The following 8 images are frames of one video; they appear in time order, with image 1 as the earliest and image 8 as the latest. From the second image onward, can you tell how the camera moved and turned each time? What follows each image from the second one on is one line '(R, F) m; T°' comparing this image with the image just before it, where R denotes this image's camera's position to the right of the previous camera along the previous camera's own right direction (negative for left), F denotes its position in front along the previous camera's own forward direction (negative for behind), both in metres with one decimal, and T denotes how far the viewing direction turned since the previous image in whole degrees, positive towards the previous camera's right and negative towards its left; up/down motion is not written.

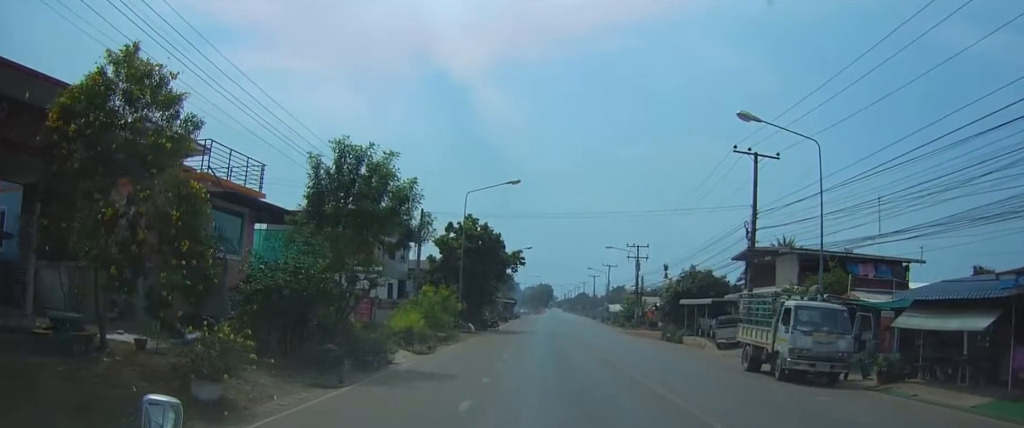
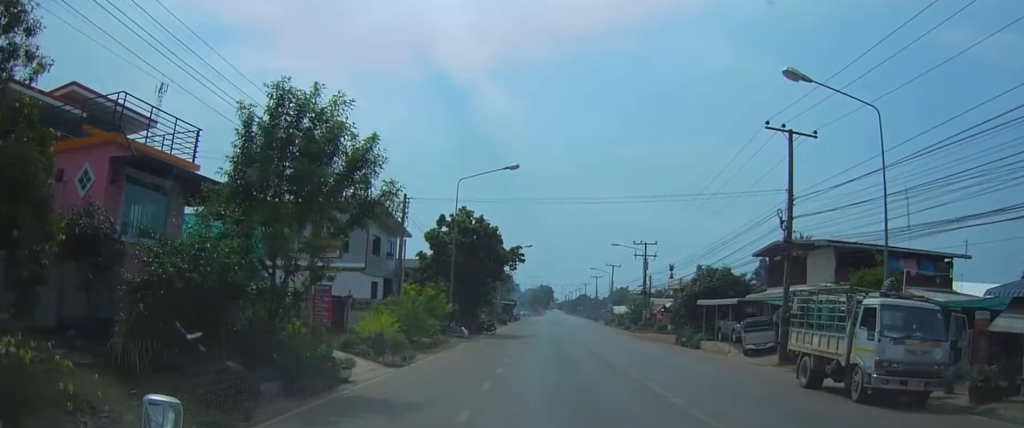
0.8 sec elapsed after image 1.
(0.0, +5.3) m; +2°
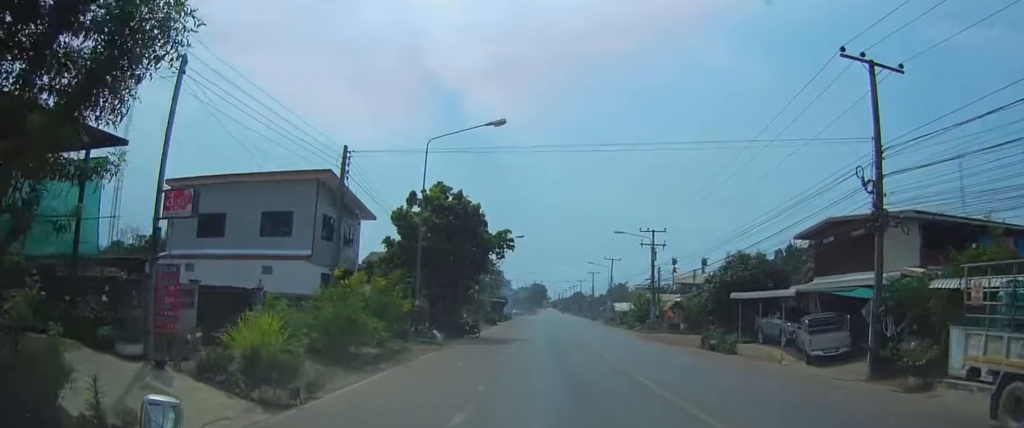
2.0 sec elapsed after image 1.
(+0.3, +8.9) m; +1°
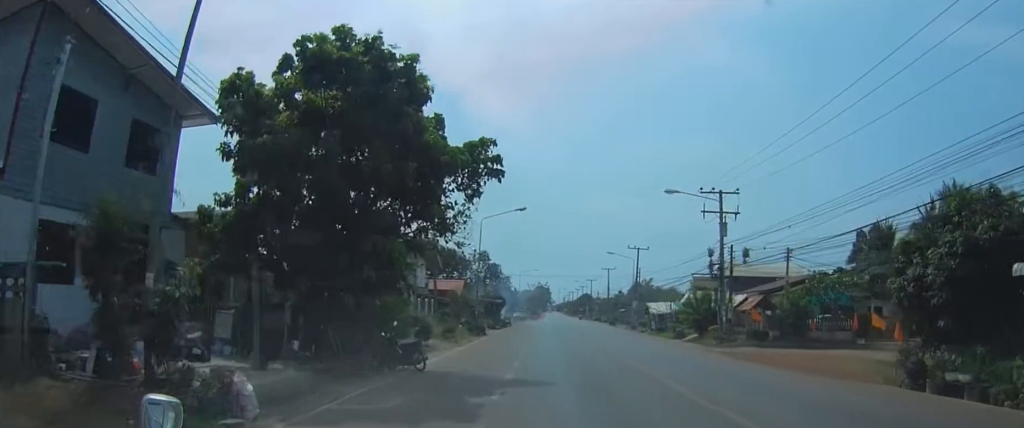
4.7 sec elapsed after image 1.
(-0.5, +22.3) m; -1°
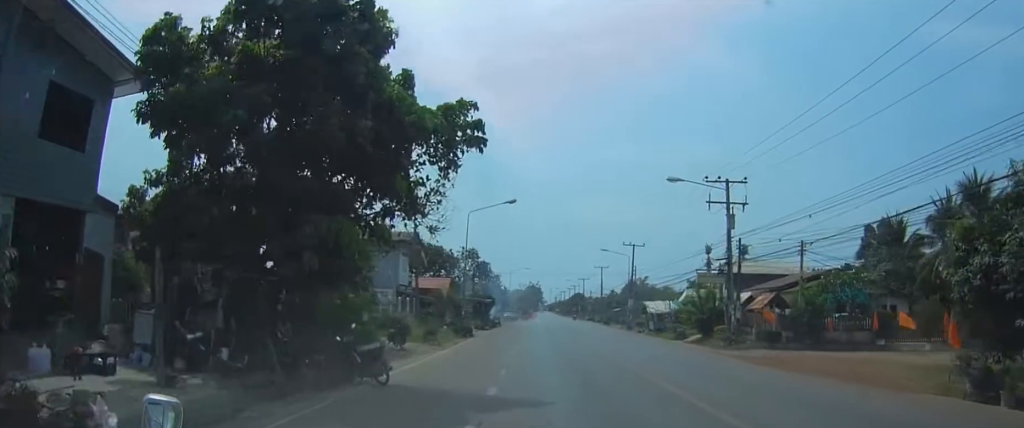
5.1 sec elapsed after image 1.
(+0.1, +3.4) m; 0°
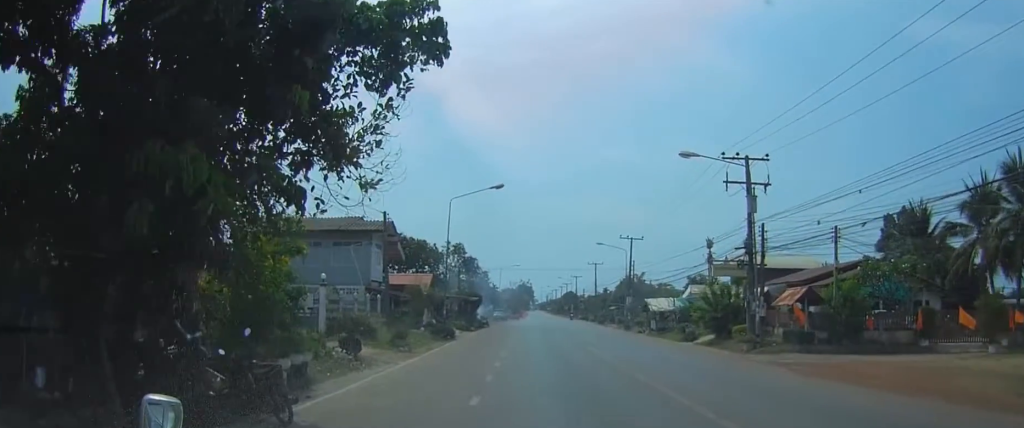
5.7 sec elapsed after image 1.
(0.0, +5.1) m; 0°
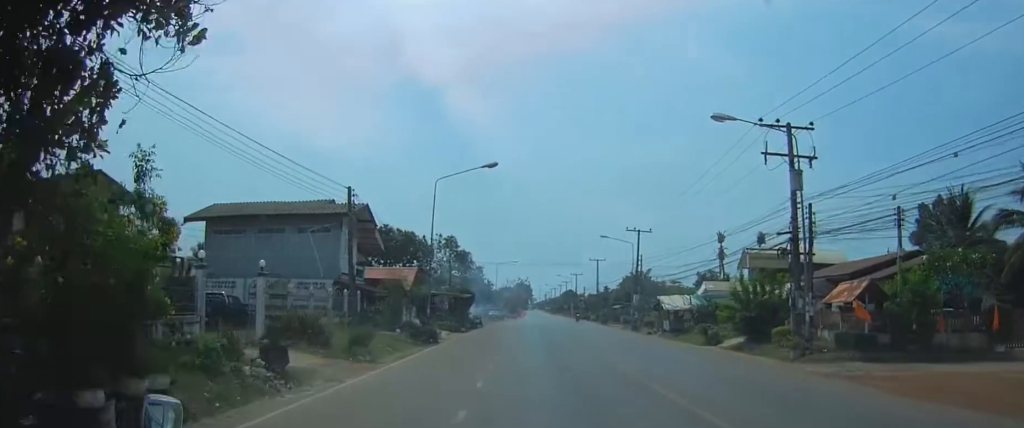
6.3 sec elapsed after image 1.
(0.0, +5.2) m; 0°
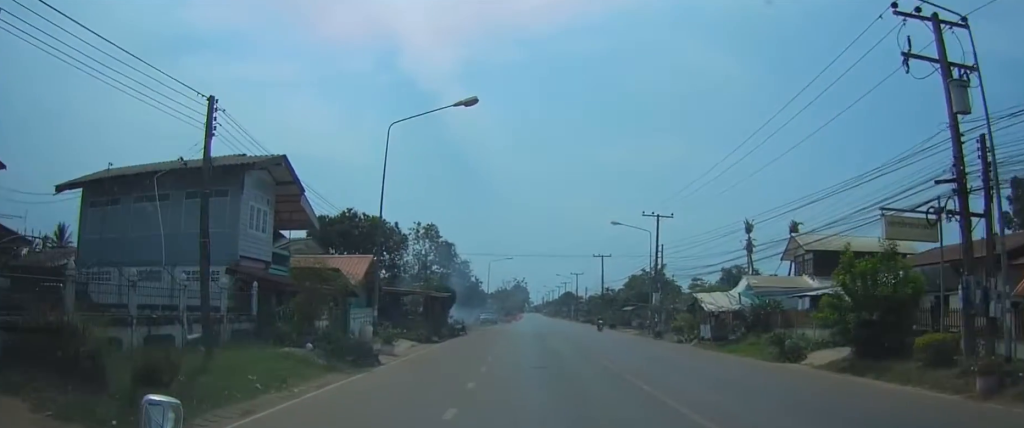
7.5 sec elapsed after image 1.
(+0.1, +9.1) m; +1°
